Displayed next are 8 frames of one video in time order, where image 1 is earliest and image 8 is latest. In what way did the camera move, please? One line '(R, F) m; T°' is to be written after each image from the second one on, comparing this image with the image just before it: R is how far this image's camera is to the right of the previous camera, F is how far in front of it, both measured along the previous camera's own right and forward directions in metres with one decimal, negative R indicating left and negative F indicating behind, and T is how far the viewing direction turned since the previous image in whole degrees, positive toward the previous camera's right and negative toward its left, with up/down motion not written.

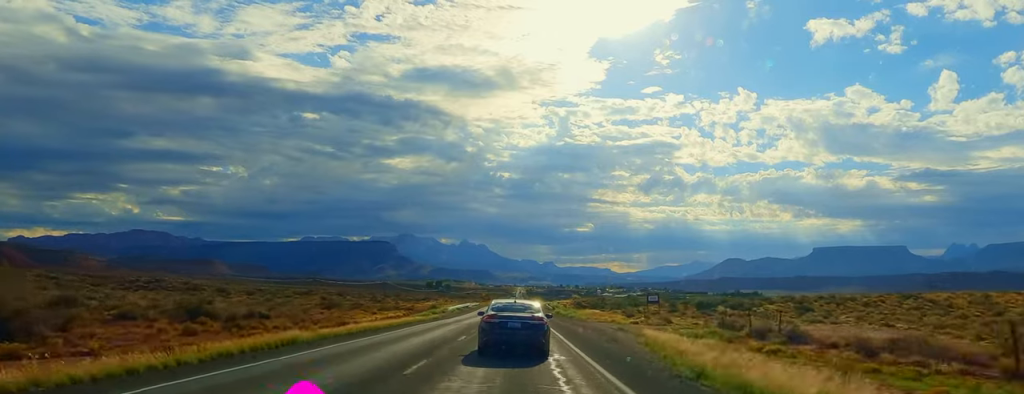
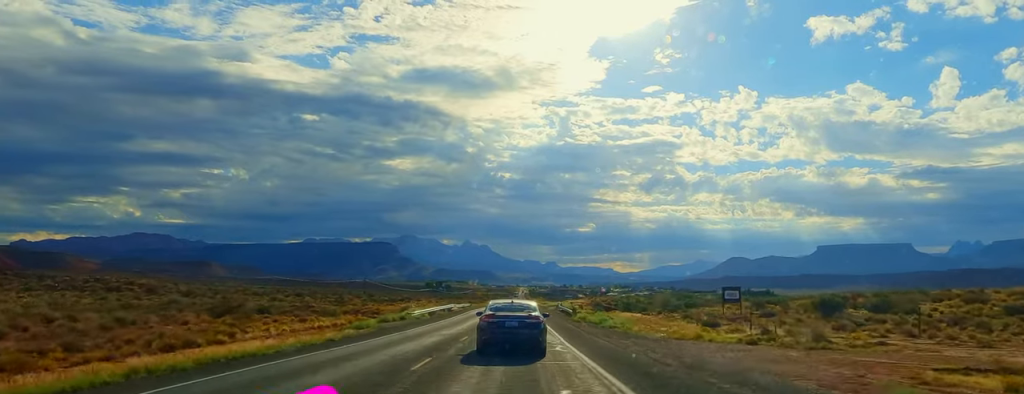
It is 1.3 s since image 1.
(-0.9, +34.7) m; -1°
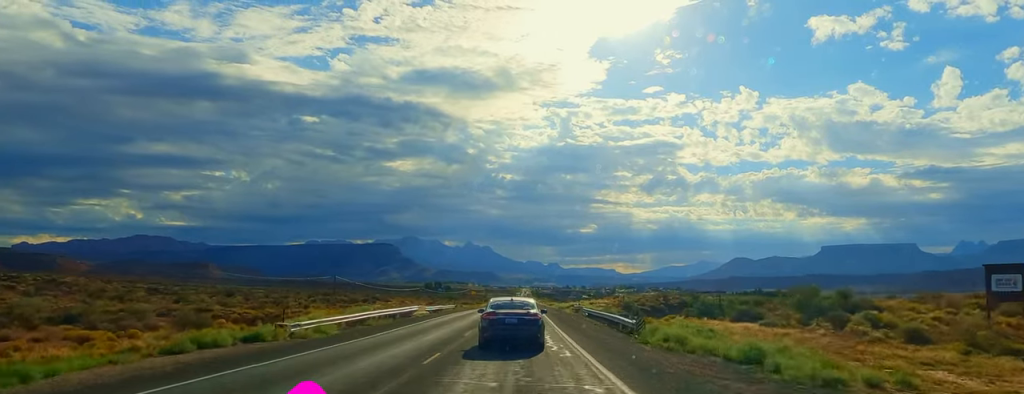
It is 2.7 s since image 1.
(-0.2, +34.5) m; 0°
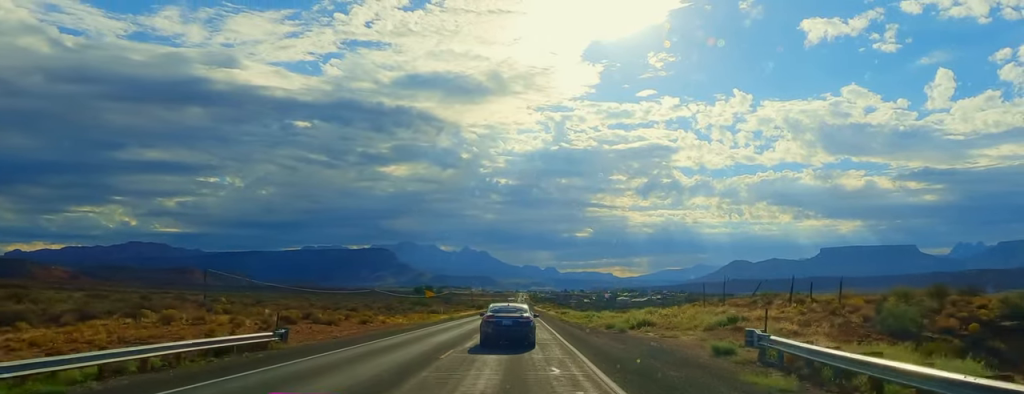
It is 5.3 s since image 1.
(+1.3, +68.3) m; +1°
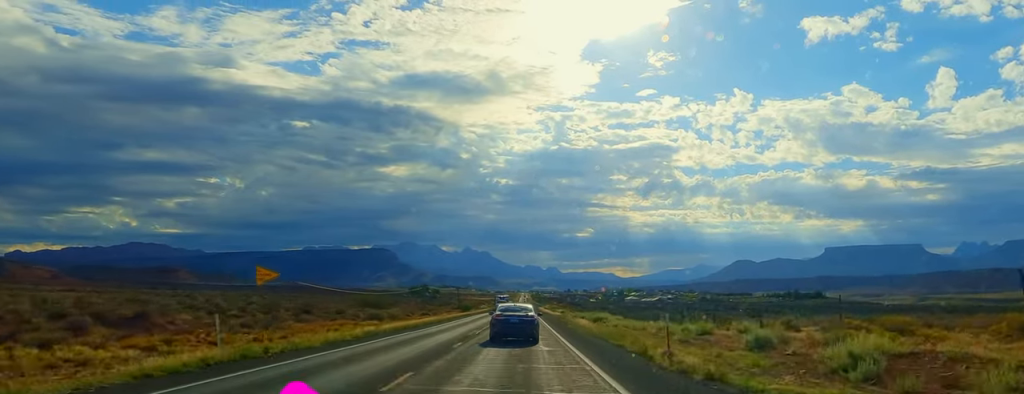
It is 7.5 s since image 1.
(-0.6, +56.4) m; -1°
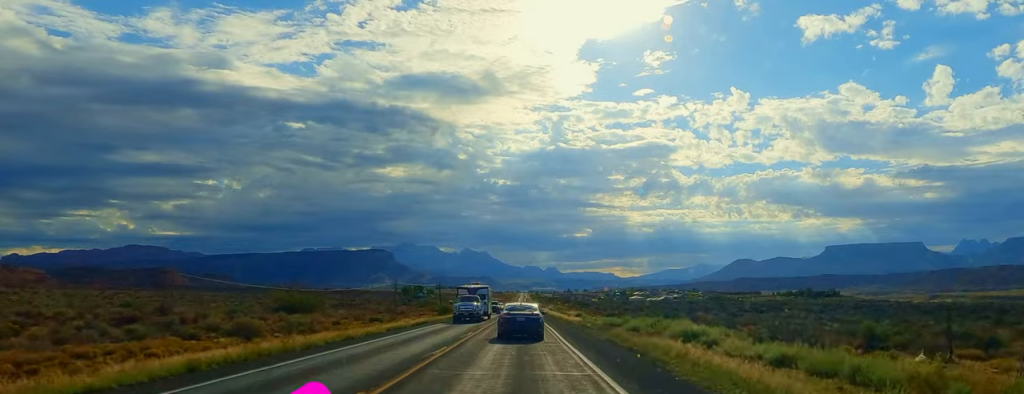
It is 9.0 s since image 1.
(-0.3, +38.9) m; -1°
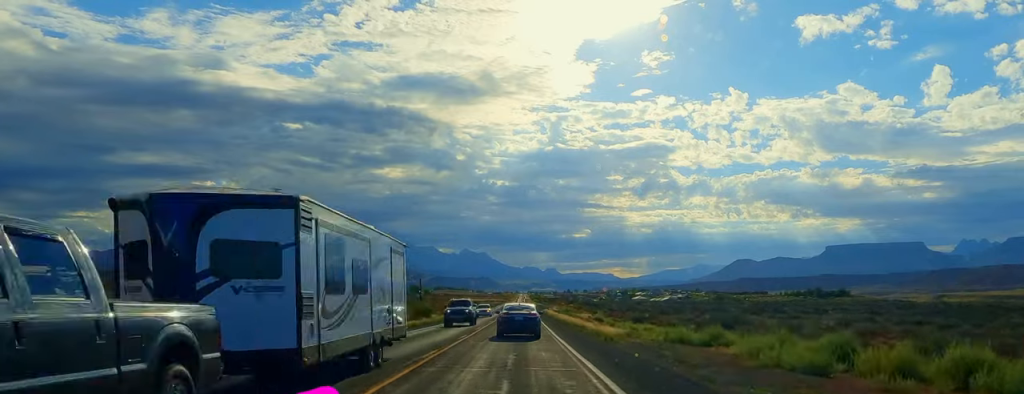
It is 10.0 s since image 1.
(0.0, +26.1) m; 0°
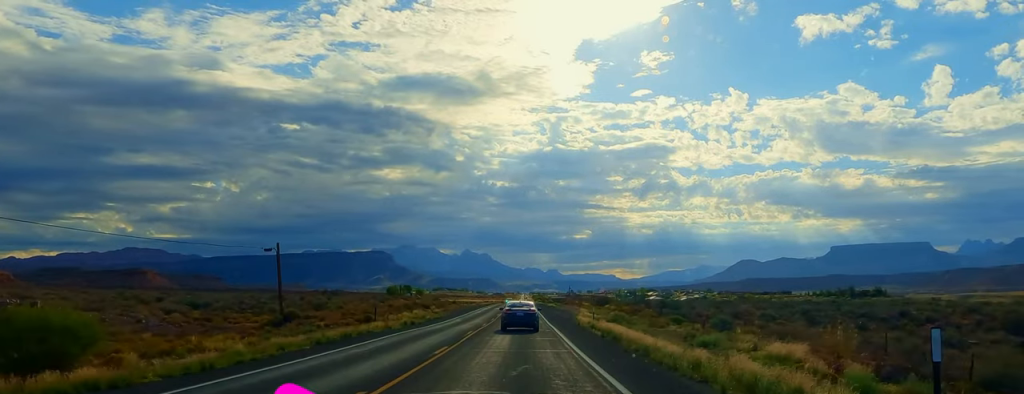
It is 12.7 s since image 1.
(+0.9, +70.7) m; +2°
